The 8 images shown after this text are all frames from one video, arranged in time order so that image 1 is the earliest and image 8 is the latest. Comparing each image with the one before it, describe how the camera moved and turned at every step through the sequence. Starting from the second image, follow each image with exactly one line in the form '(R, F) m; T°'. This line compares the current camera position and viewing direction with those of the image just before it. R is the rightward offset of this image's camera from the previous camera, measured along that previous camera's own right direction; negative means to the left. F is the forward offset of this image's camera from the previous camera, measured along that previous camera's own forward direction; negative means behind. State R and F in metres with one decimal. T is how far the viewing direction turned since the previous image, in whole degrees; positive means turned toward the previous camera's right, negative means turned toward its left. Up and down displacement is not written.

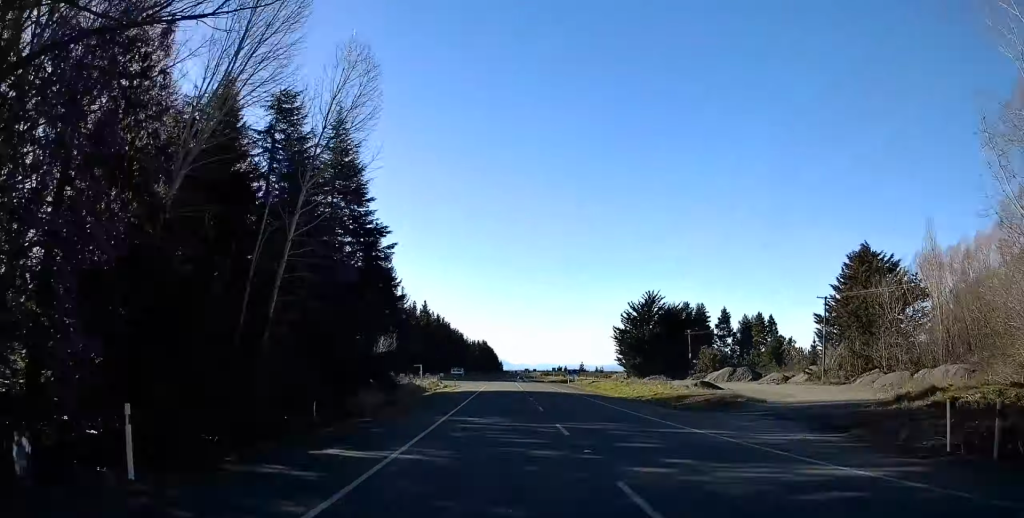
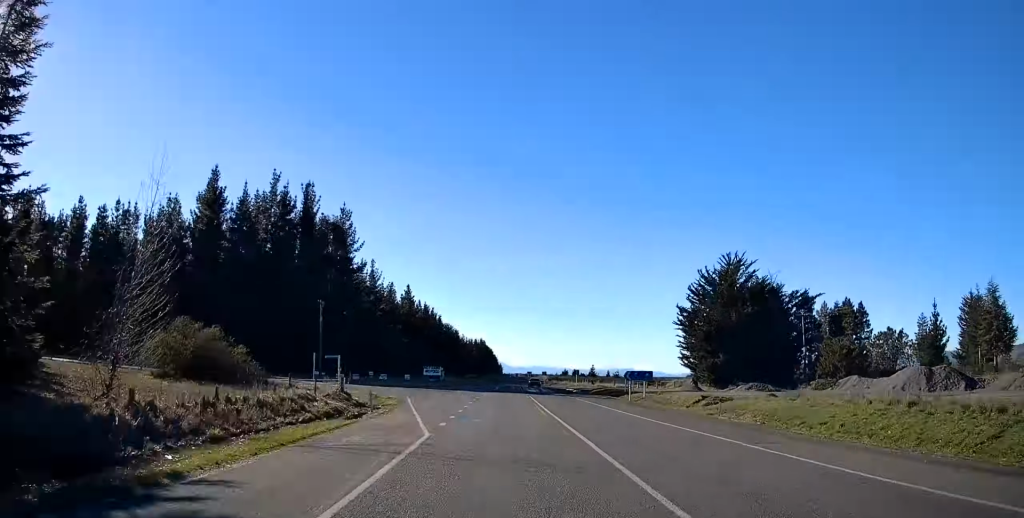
(+0.5, +50.8) m; 0°
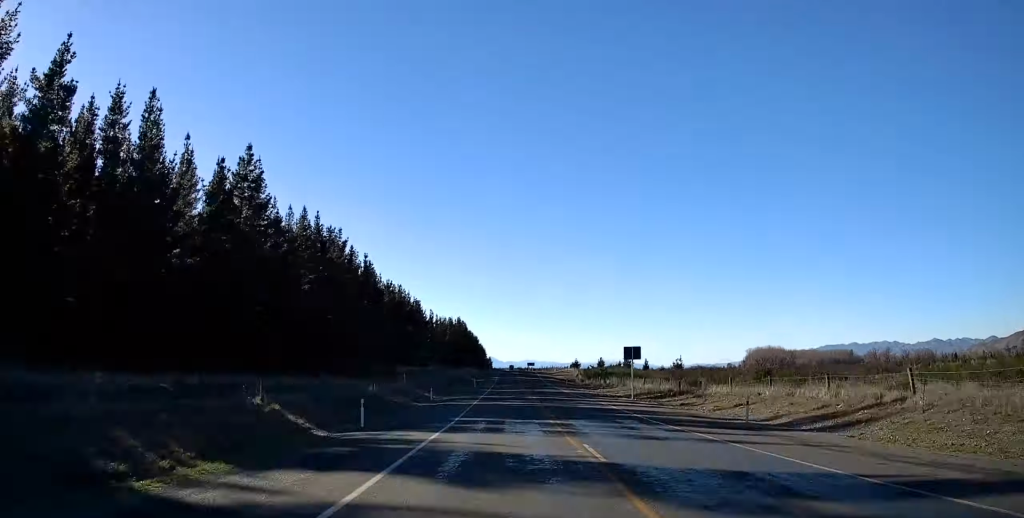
(+1.1, +130.2) m; 0°
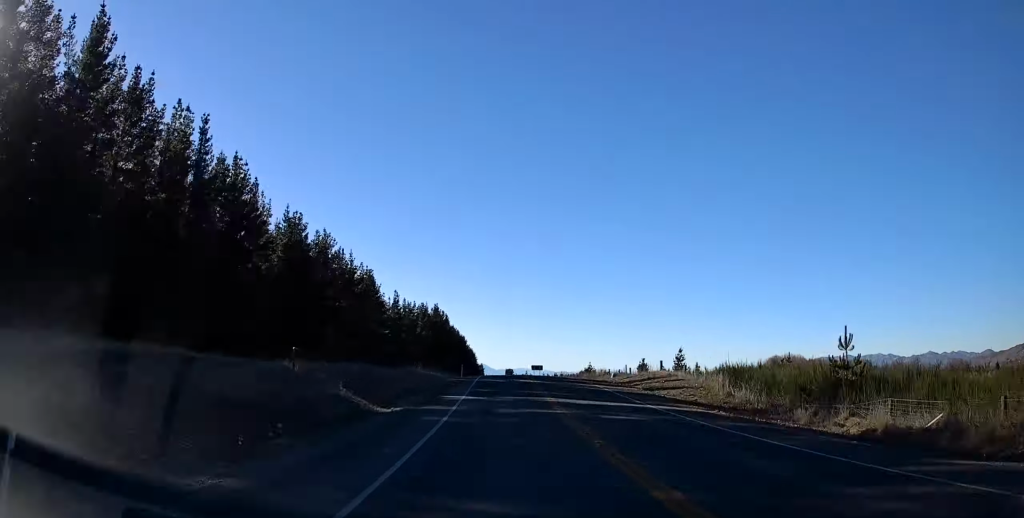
(-0.2, +79.3) m; 0°
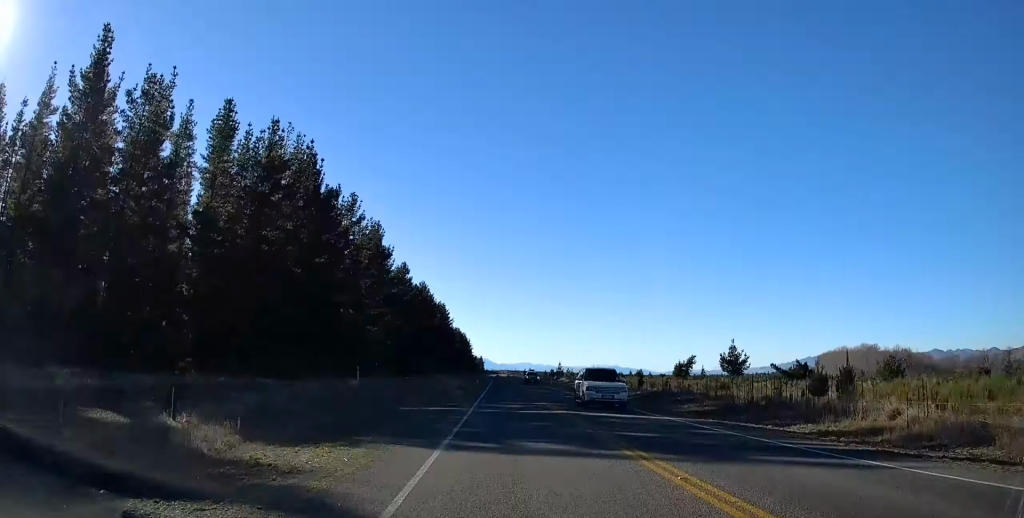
(+0.5, +162.1) m; +1°
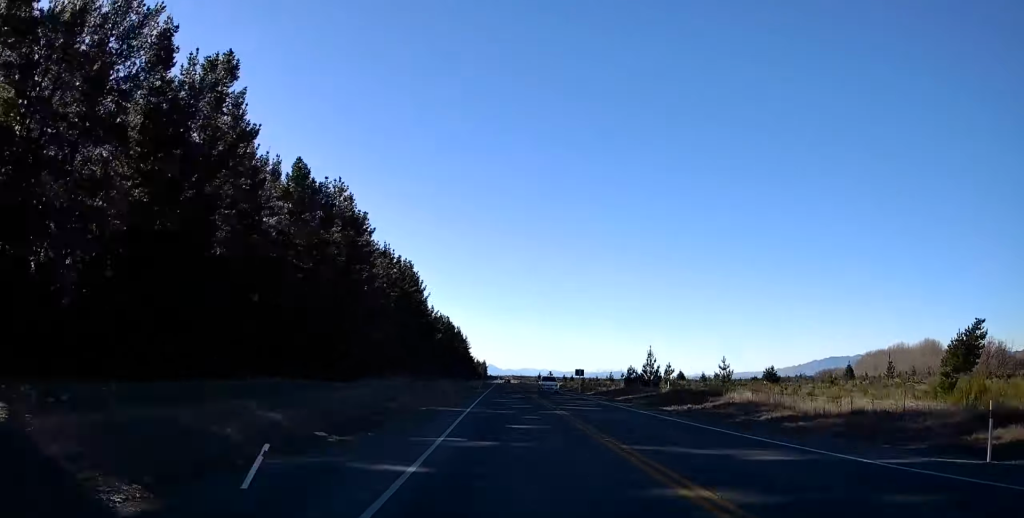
(0.0, +94.0) m; 0°
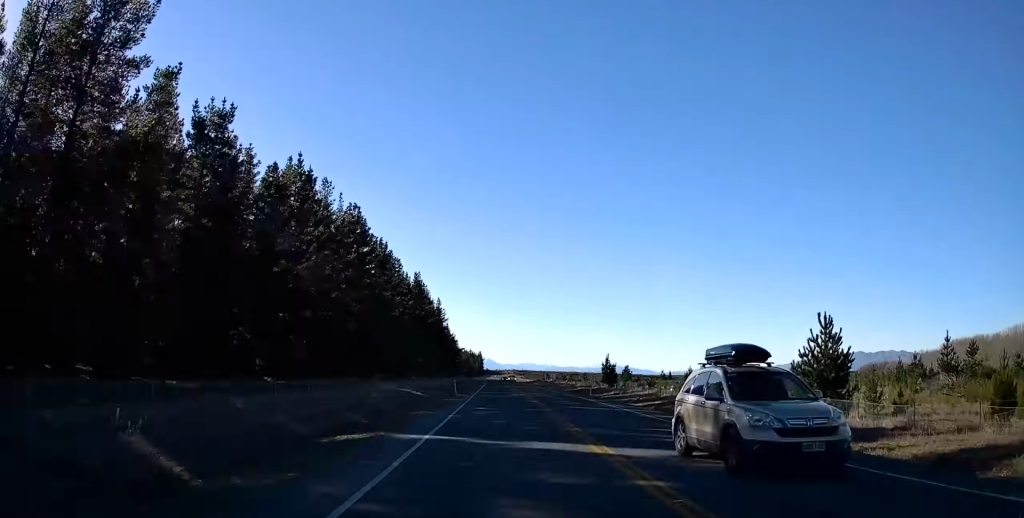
(-0.3, +156.1) m; 0°
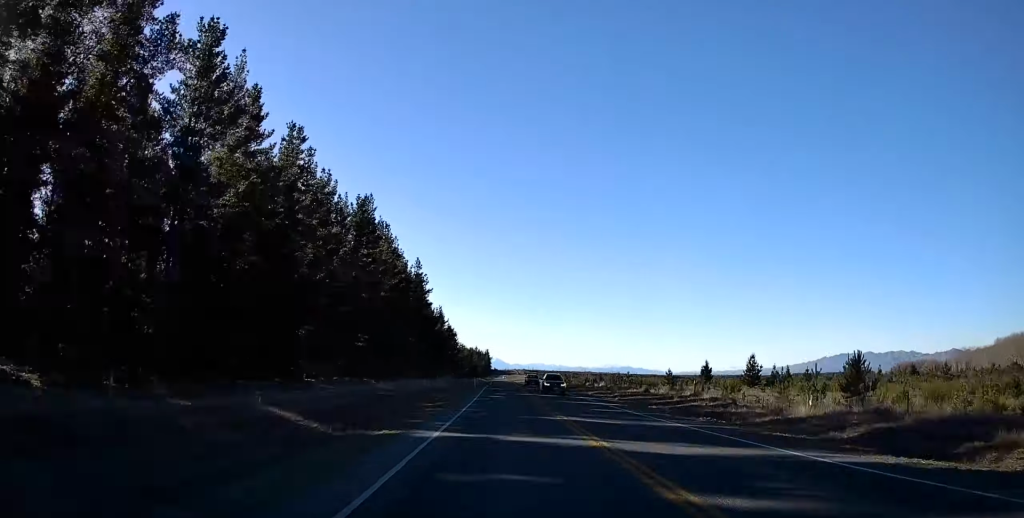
(+0.1, +72.9) m; 0°
